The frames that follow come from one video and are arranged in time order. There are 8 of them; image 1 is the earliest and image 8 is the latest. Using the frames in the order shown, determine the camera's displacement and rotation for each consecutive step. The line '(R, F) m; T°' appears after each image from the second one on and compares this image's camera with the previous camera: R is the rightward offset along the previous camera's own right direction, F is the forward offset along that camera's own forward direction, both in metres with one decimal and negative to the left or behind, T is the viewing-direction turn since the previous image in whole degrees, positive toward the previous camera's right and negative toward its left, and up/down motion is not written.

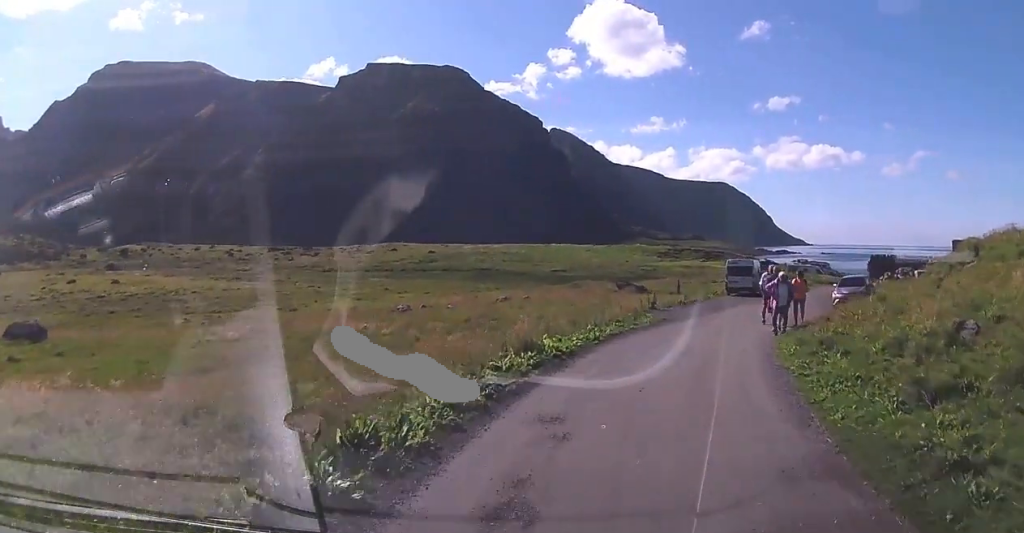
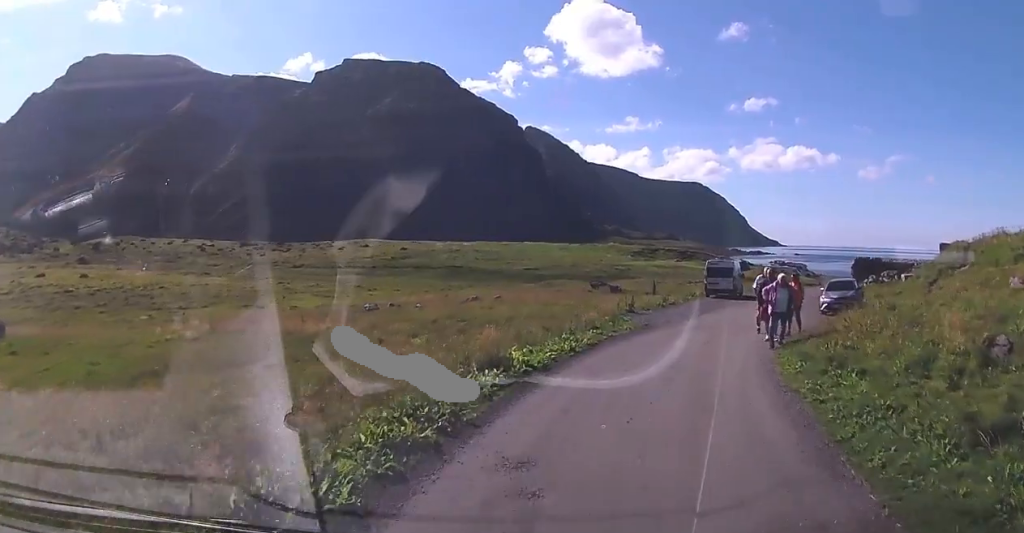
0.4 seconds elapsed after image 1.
(+0.1, +1.4) m; 0°
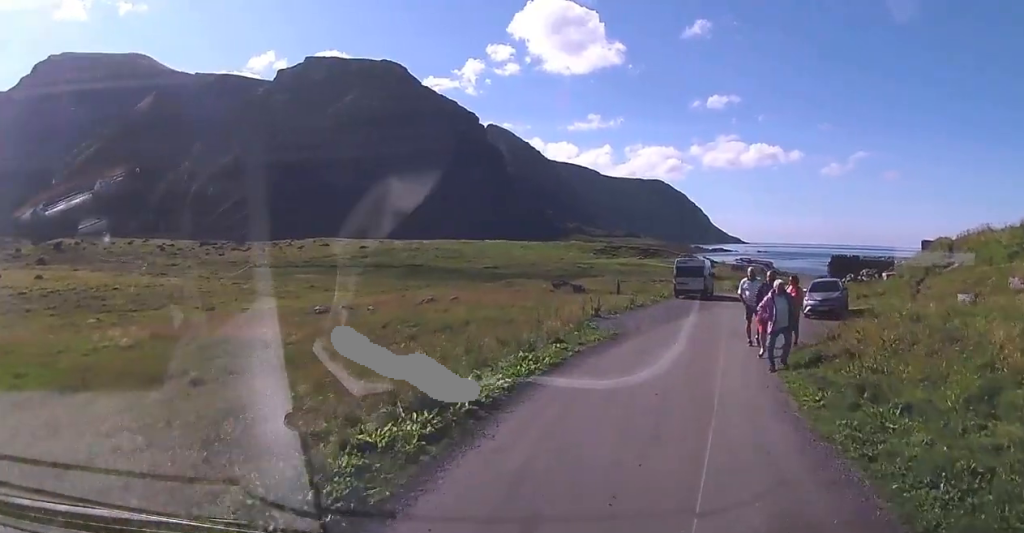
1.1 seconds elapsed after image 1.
(-0.1, +2.4) m; +2°
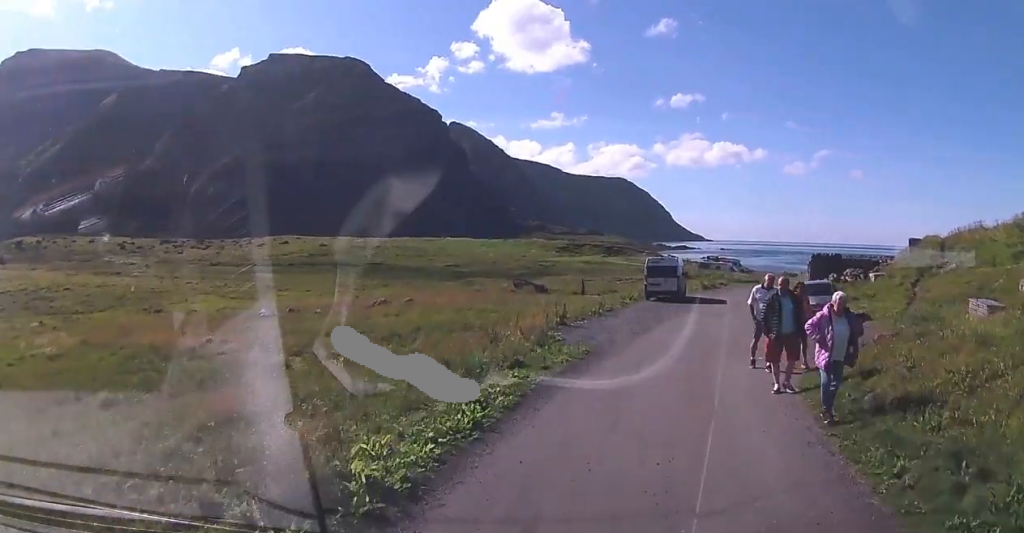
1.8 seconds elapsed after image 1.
(+0.1, +3.0) m; +5°
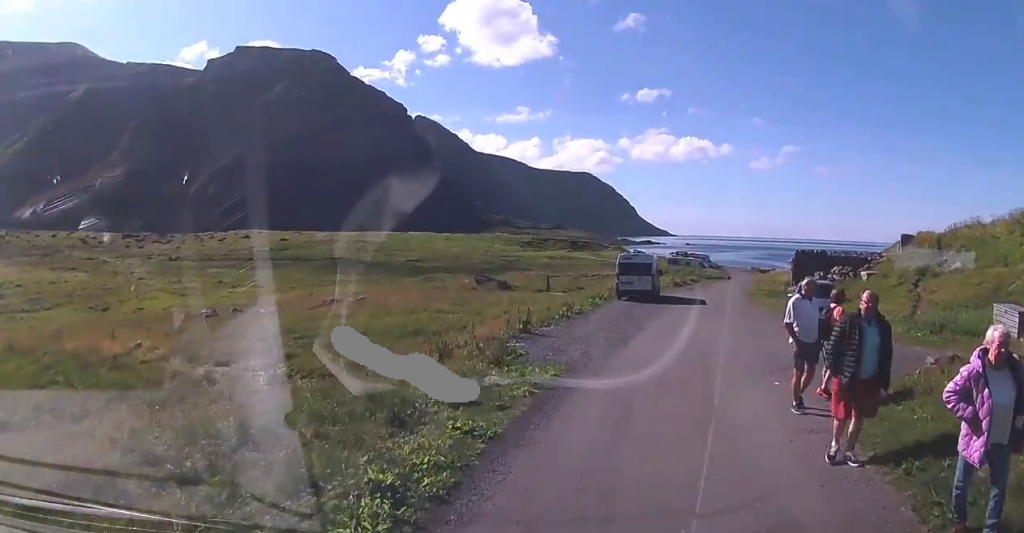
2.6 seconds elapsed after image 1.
(+0.2, +3.2) m; +6°
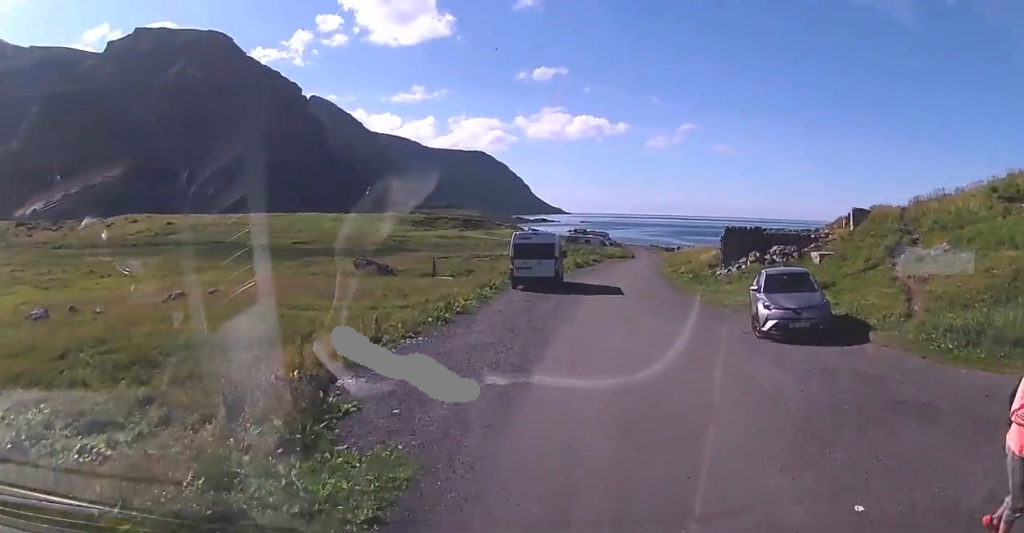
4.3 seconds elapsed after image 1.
(+0.2, +6.8) m; +3°
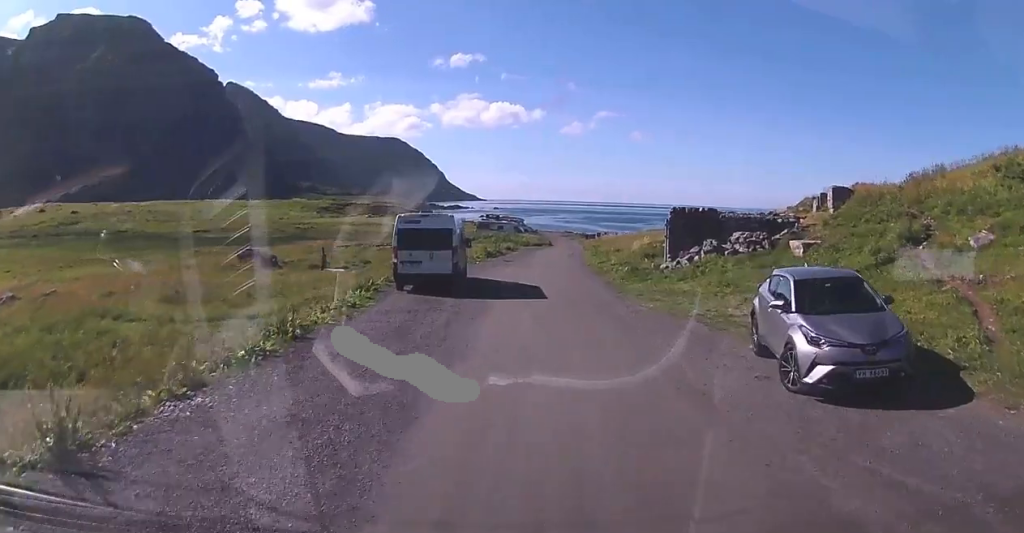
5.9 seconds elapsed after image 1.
(+0.7, +6.8) m; +9°
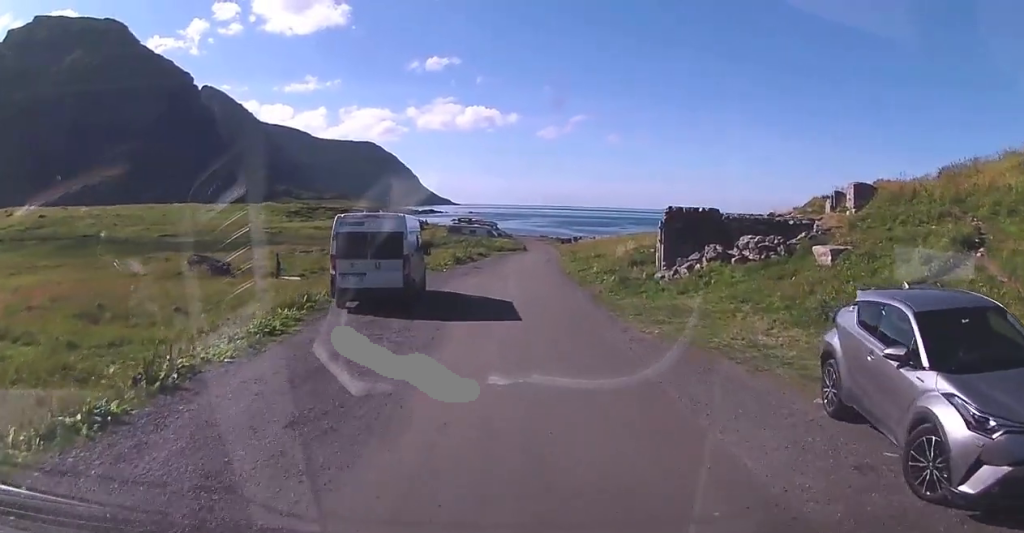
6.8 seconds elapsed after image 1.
(+0.1, +4.2) m; +2°
